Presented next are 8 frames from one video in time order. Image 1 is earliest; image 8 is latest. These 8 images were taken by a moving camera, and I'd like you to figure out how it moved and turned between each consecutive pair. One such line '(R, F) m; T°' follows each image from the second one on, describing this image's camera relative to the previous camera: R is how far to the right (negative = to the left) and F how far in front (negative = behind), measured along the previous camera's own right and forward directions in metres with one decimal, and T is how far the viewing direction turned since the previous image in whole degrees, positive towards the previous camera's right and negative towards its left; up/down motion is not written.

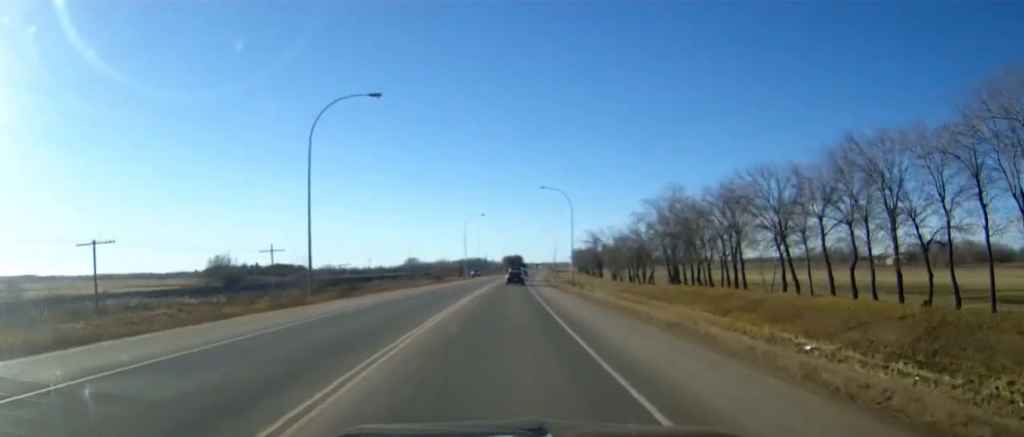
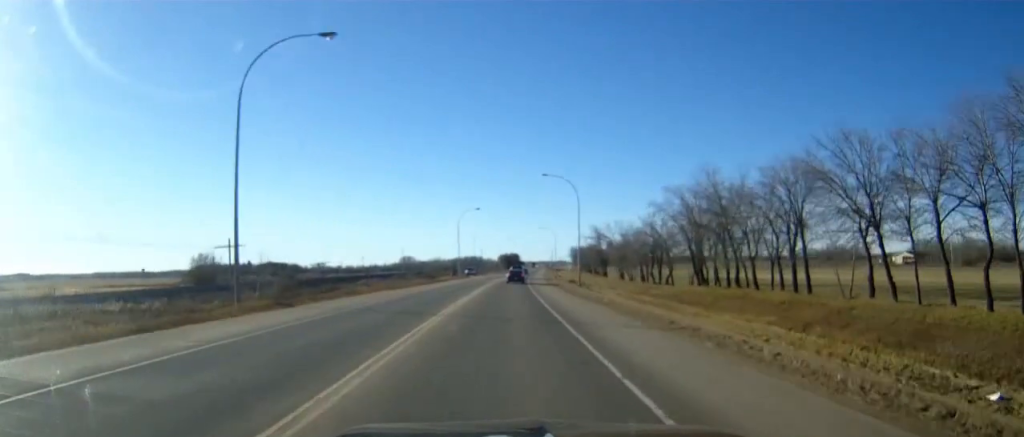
(0.0, +12.0) m; 0°
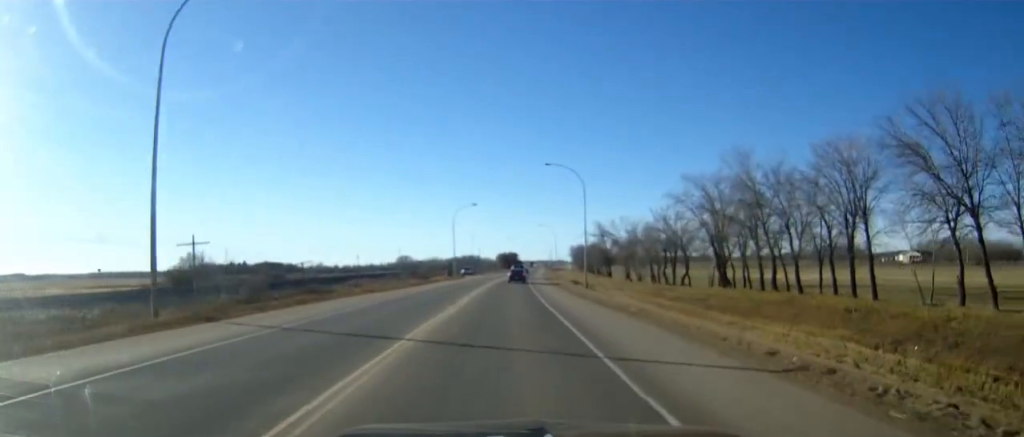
(0.0, +8.0) m; 0°
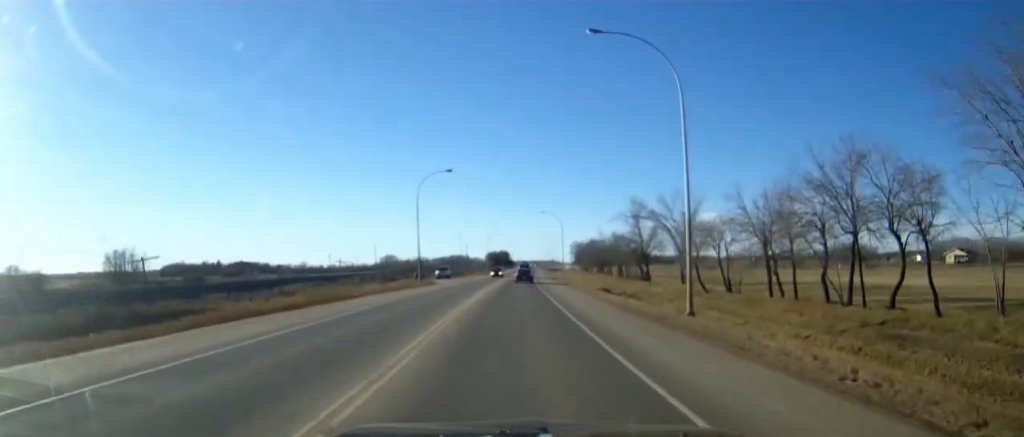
(+0.3, +43.8) m; +1°
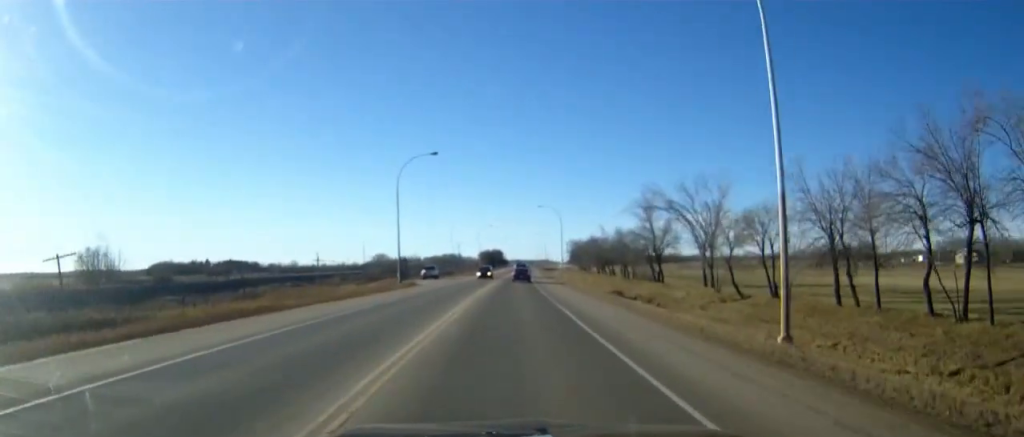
(0.0, +11.6) m; 0°
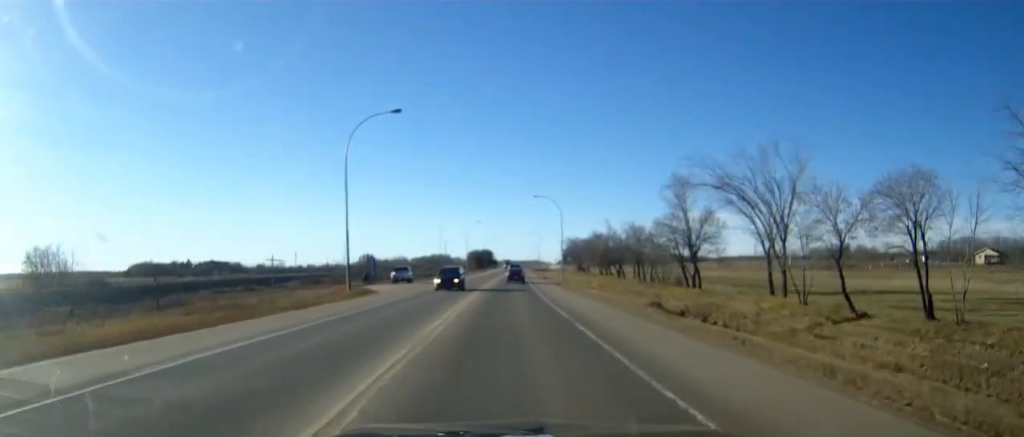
(+0.1, +20.3) m; +1°
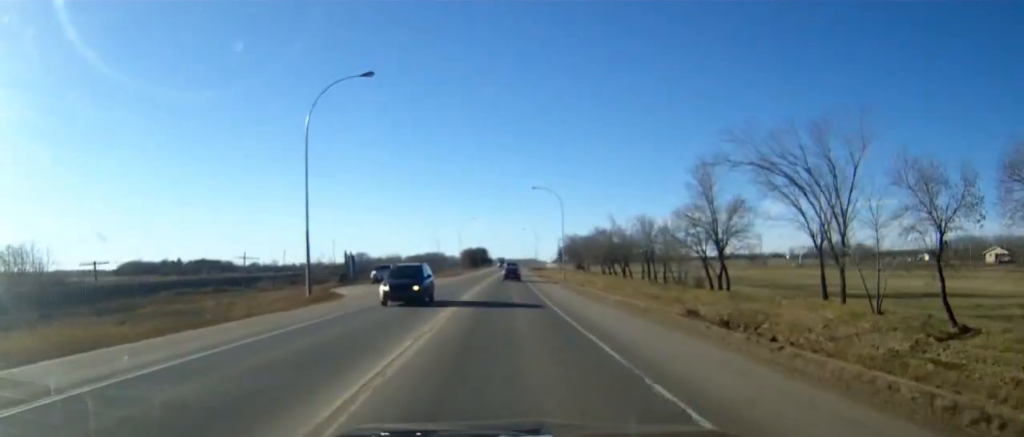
(+0.1, +9.8) m; 0°
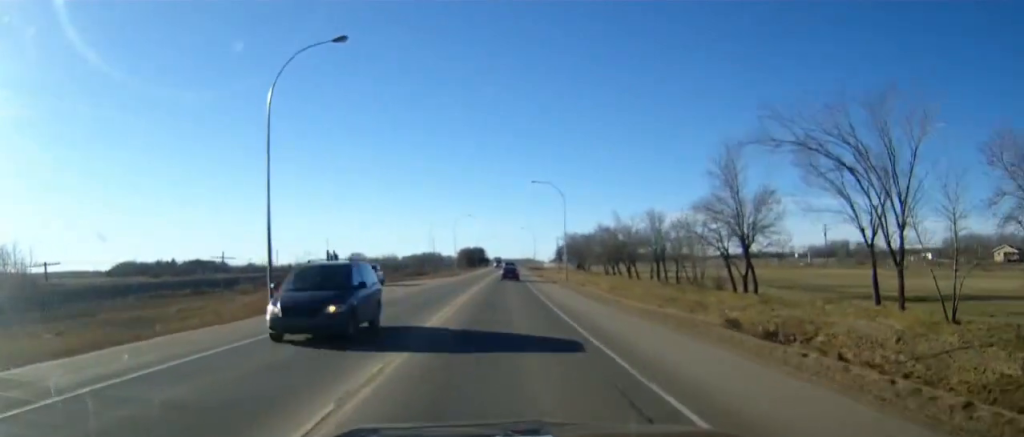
(0.0, +6.9) m; 0°
